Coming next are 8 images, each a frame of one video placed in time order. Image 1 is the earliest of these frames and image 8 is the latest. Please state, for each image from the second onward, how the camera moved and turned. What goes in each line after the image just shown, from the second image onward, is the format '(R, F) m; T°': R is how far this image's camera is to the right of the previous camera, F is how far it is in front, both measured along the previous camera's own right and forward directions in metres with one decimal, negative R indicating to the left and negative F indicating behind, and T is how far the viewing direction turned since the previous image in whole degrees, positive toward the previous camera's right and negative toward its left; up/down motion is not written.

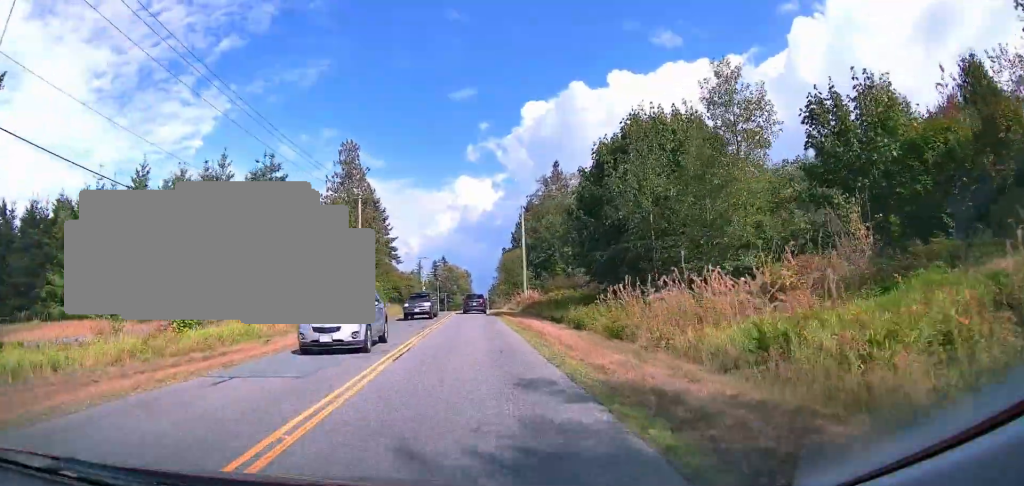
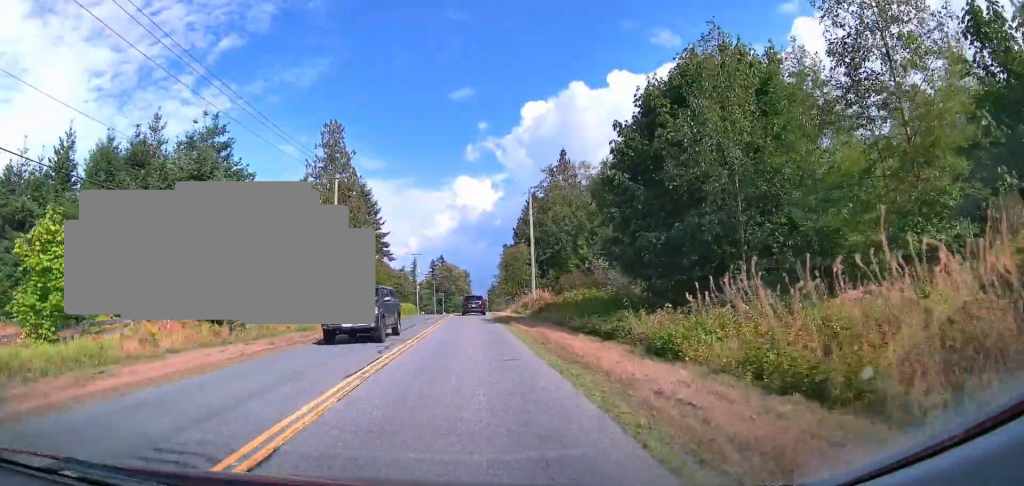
(0.0, +10.0) m; 0°
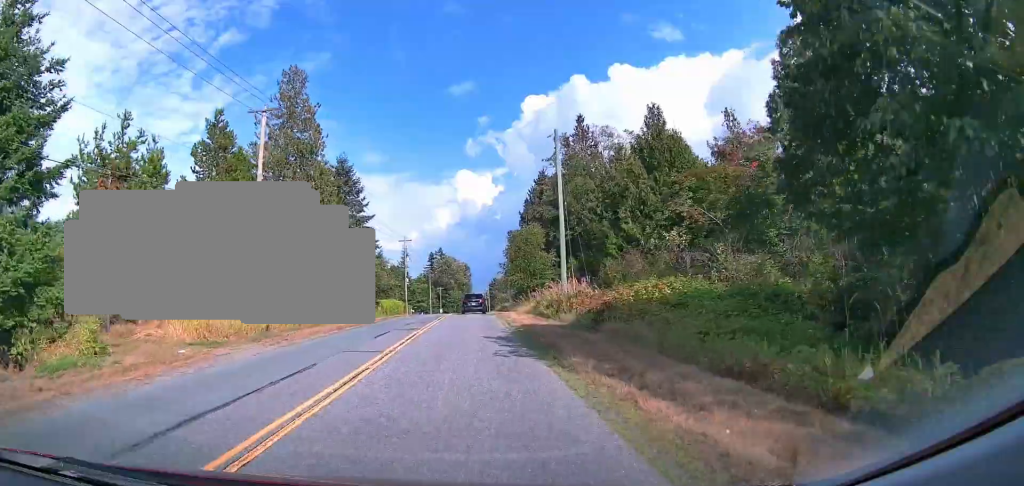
(0.0, +18.3) m; 0°
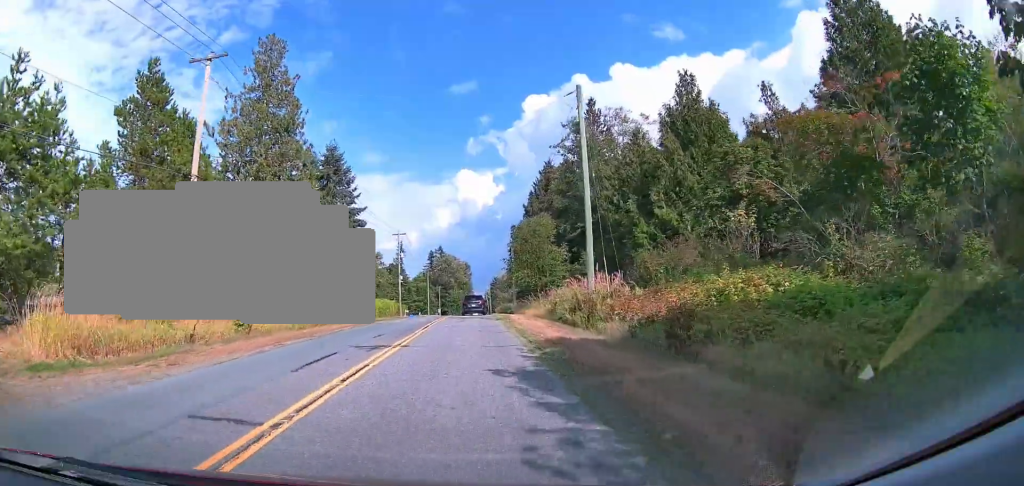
(0.0, +8.0) m; 0°
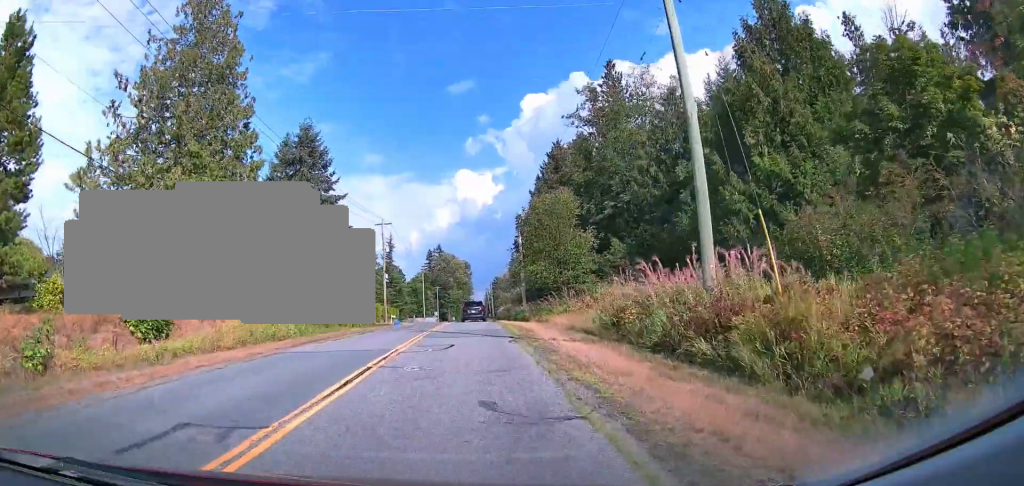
(0.0, +13.8) m; 0°
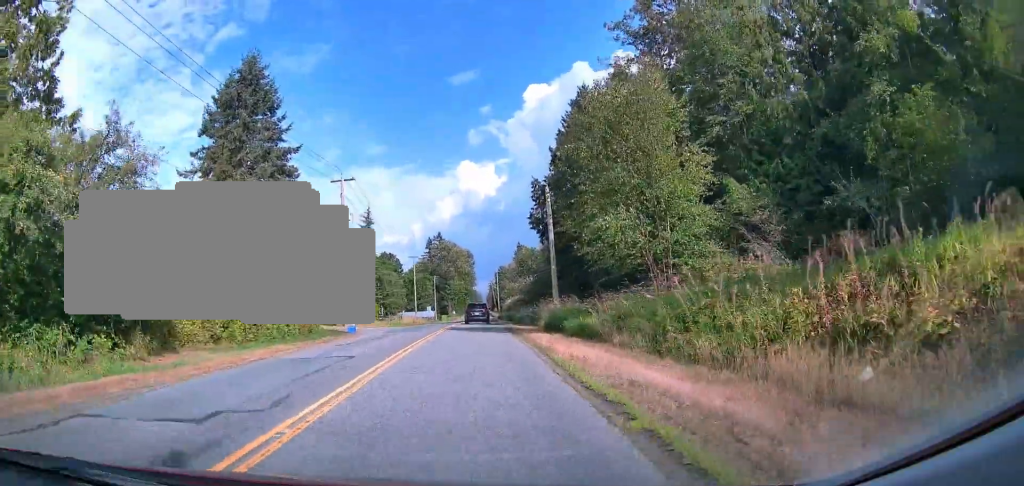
(0.0, +22.0) m; -1°
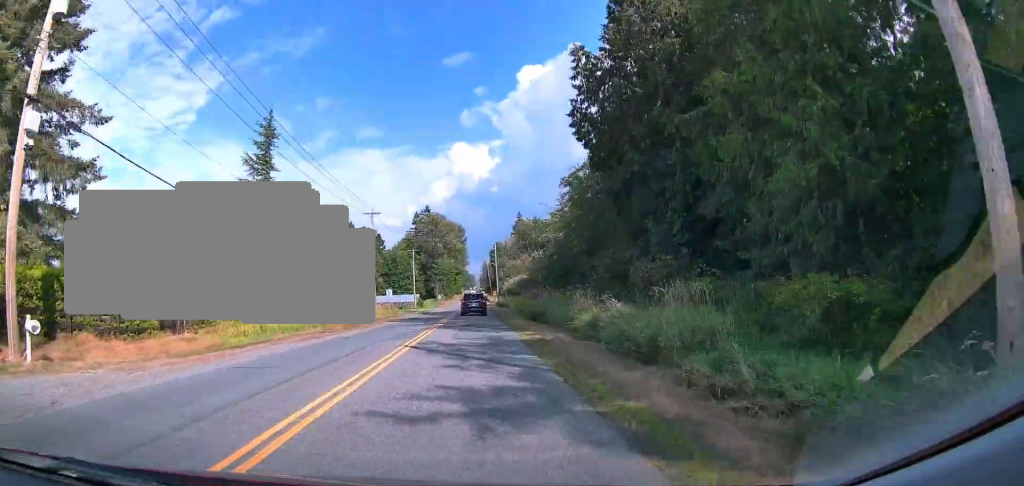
(-0.2, +35.2) m; +1°
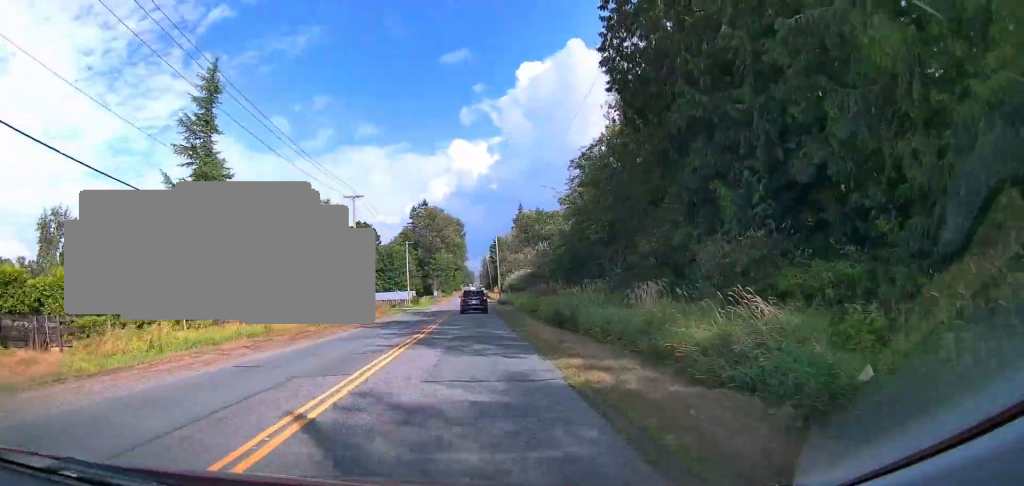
(+0.1, +9.4) m; +1°
